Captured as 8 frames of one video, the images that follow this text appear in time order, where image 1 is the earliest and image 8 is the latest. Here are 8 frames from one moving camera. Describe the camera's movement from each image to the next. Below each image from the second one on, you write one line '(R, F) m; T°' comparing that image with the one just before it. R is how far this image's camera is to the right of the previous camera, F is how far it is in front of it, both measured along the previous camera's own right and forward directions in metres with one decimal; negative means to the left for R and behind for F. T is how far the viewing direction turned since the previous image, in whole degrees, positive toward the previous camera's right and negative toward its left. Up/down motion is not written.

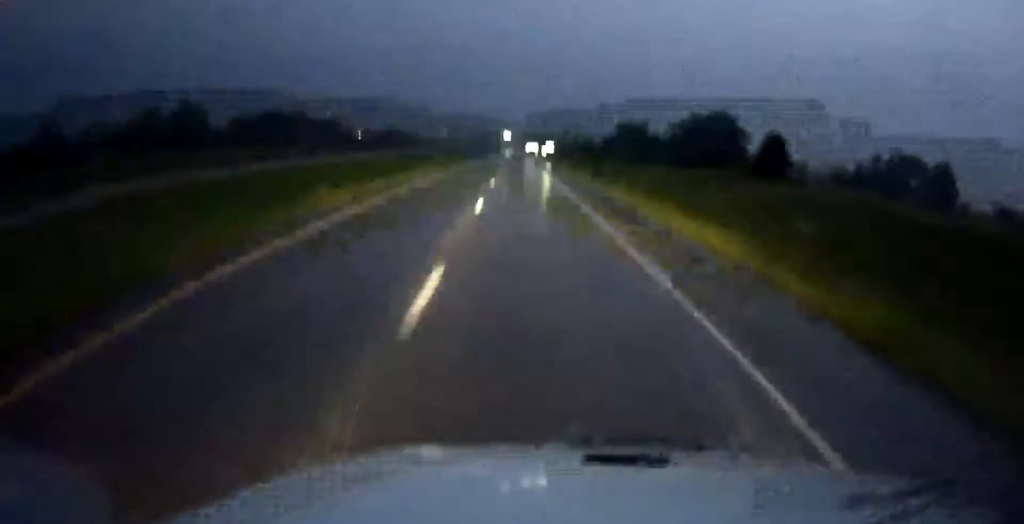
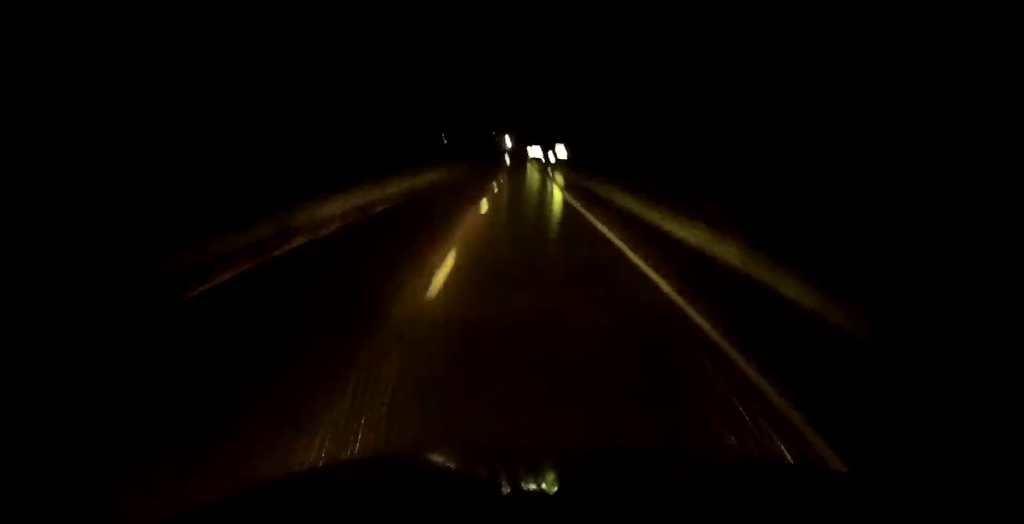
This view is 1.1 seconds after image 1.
(0.0, +34.8) m; 0°
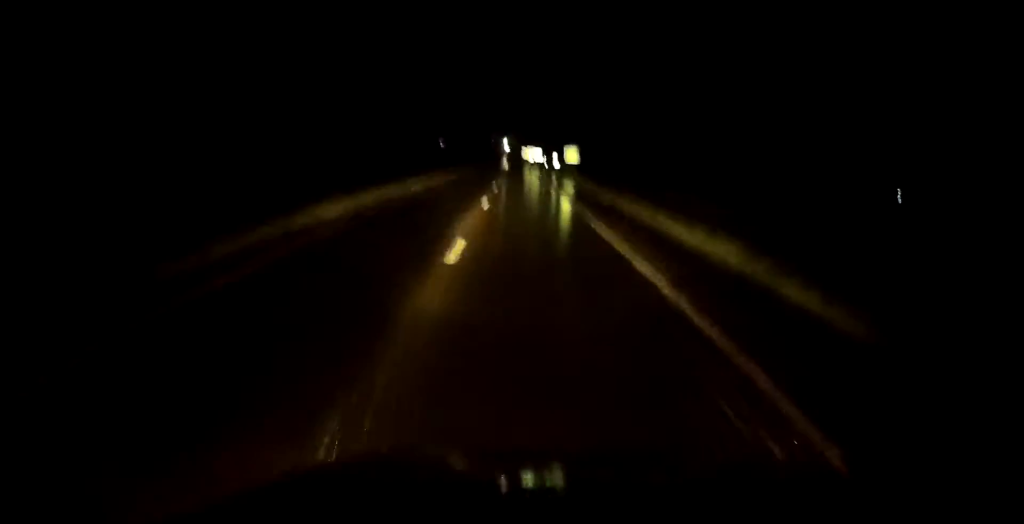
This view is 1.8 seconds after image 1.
(0.0, +22.1) m; 0°
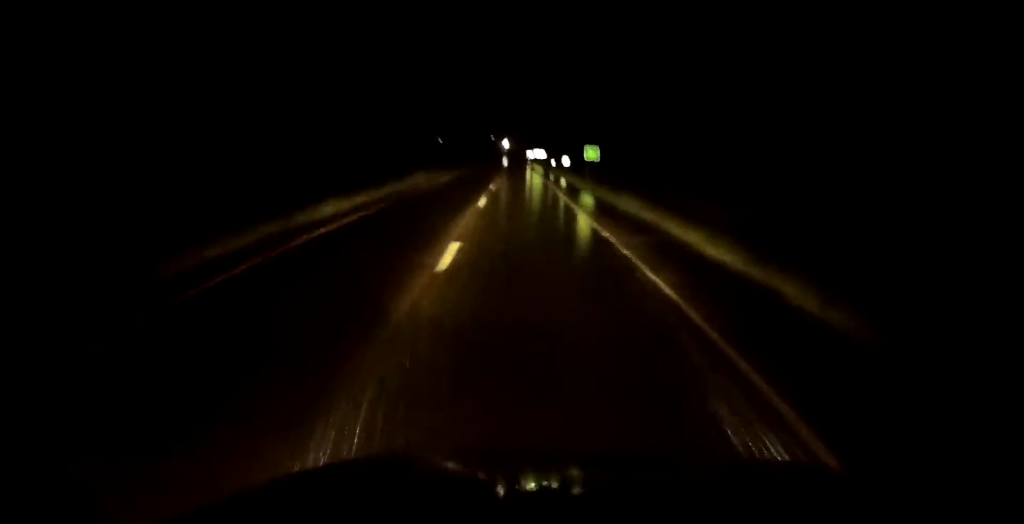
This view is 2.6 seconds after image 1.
(0.0, +25.2) m; 0°
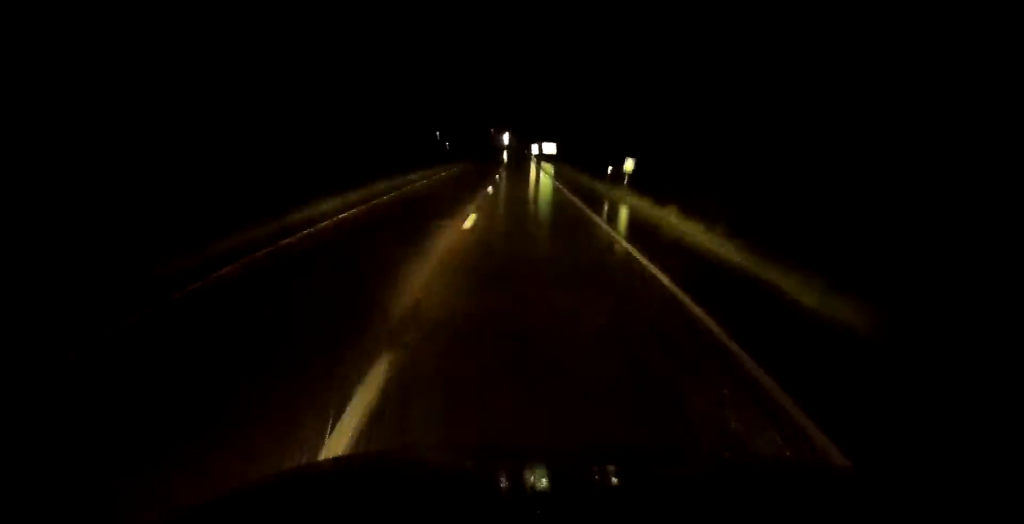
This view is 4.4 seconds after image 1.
(+0.2, +56.8) m; 0°
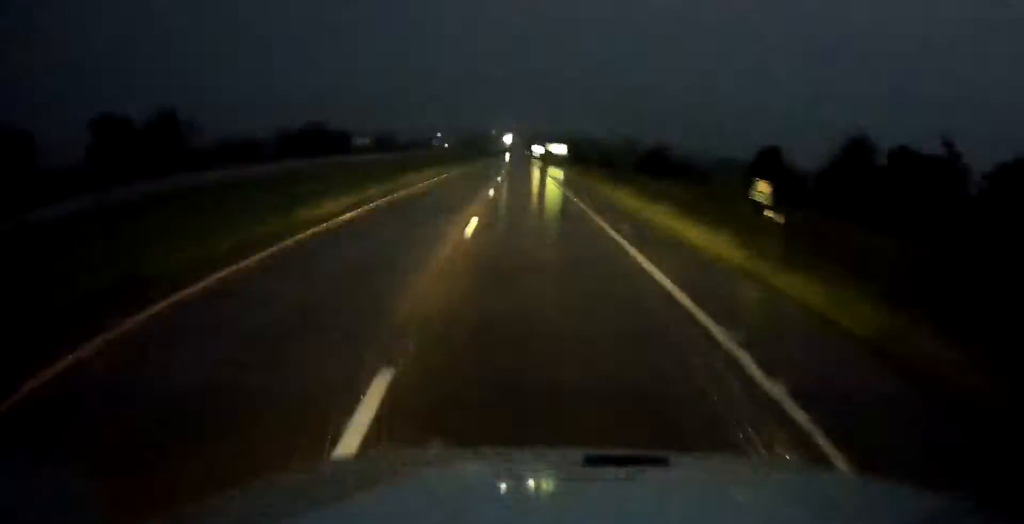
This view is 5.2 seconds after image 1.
(+0.1, +25.3) m; 0°
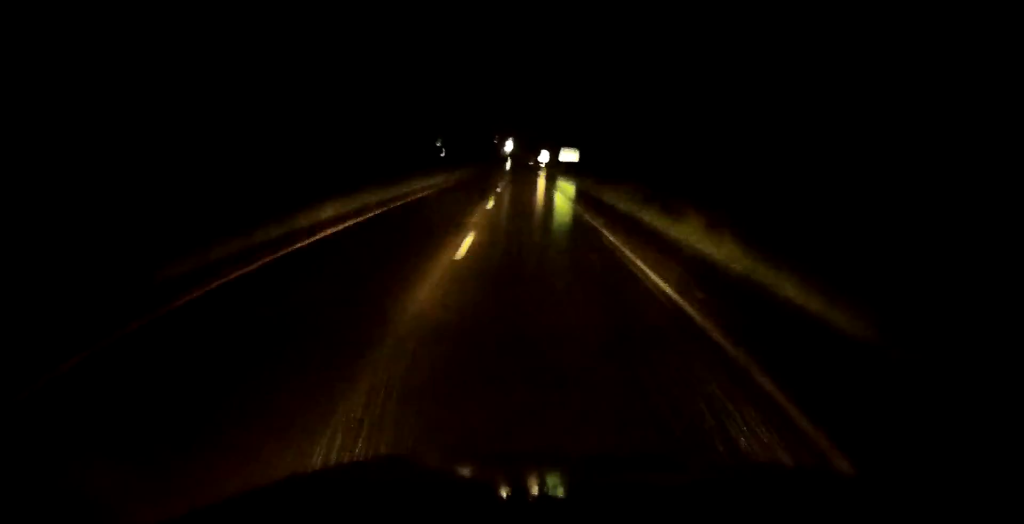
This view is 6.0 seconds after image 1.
(-0.2, +26.3) m; 0°
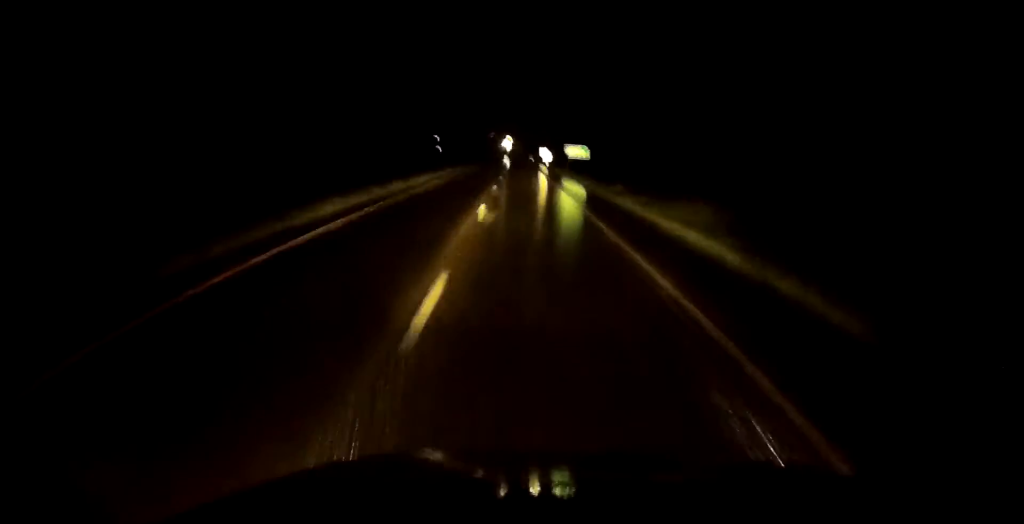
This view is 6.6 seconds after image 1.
(0.0, +17.9) m; 0°
